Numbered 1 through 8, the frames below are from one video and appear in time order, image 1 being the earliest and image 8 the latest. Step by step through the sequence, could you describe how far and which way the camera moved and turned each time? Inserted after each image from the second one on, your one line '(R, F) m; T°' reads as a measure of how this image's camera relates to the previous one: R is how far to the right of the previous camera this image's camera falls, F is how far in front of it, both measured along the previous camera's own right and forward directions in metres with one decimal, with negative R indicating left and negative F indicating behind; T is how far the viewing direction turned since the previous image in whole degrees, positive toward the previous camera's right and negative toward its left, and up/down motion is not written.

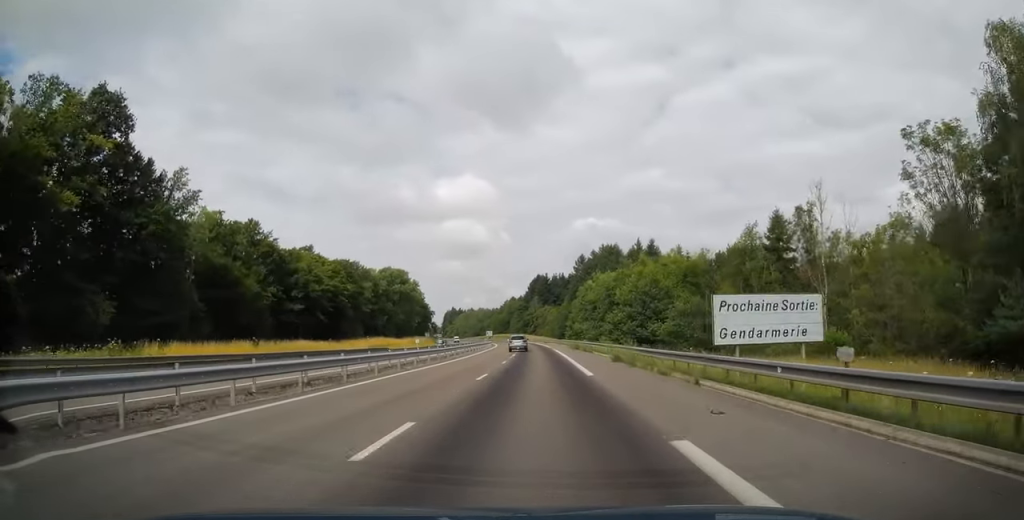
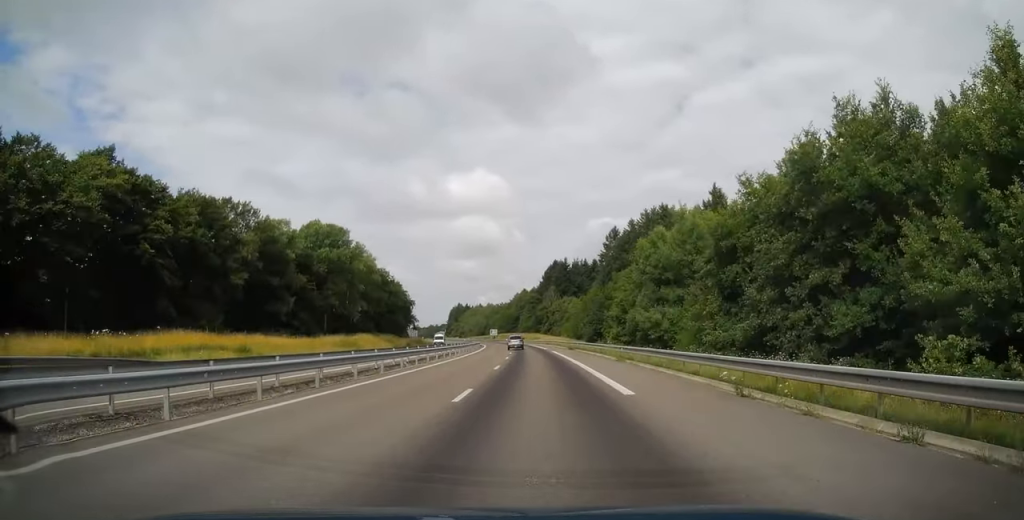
(-1.2, +58.4) m; -3°
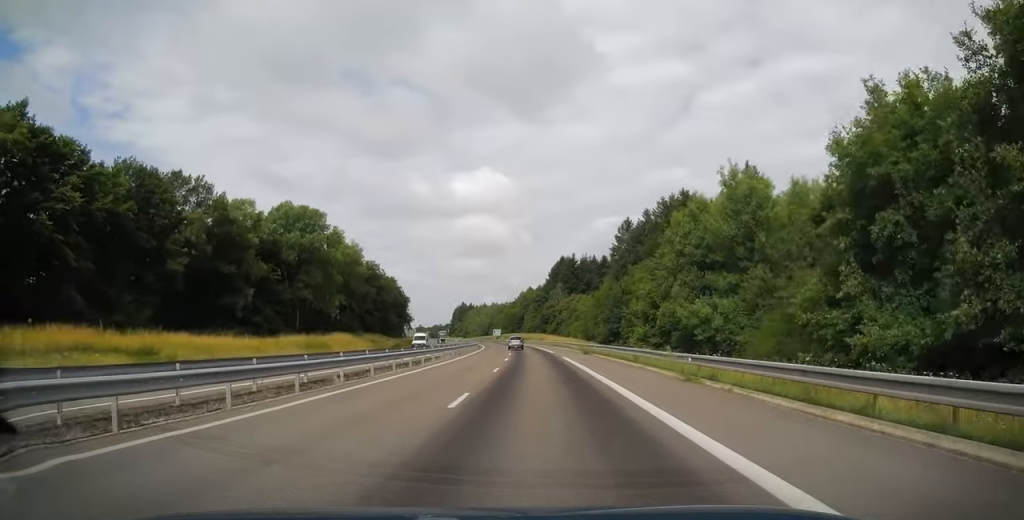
(+0.1, +13.5) m; 0°
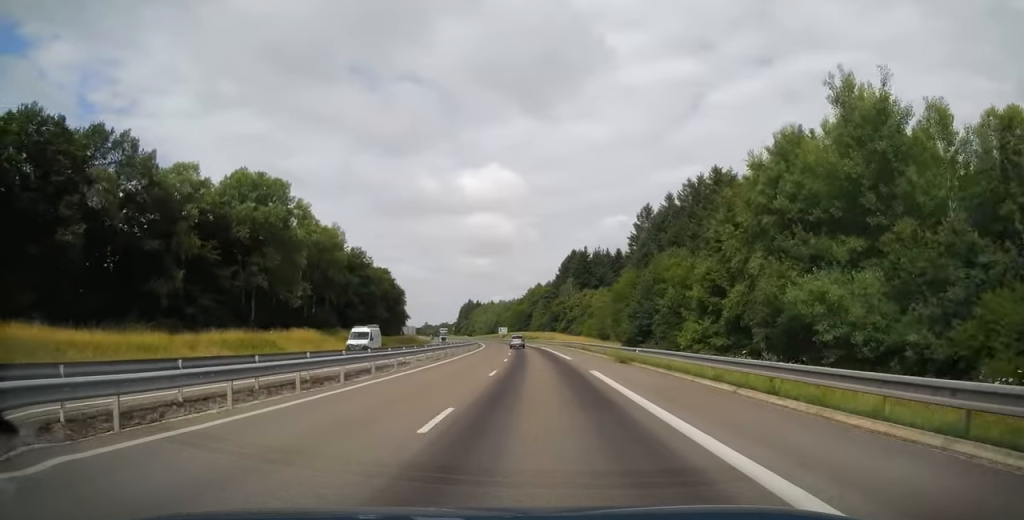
(0.0, +16.0) m; 0°
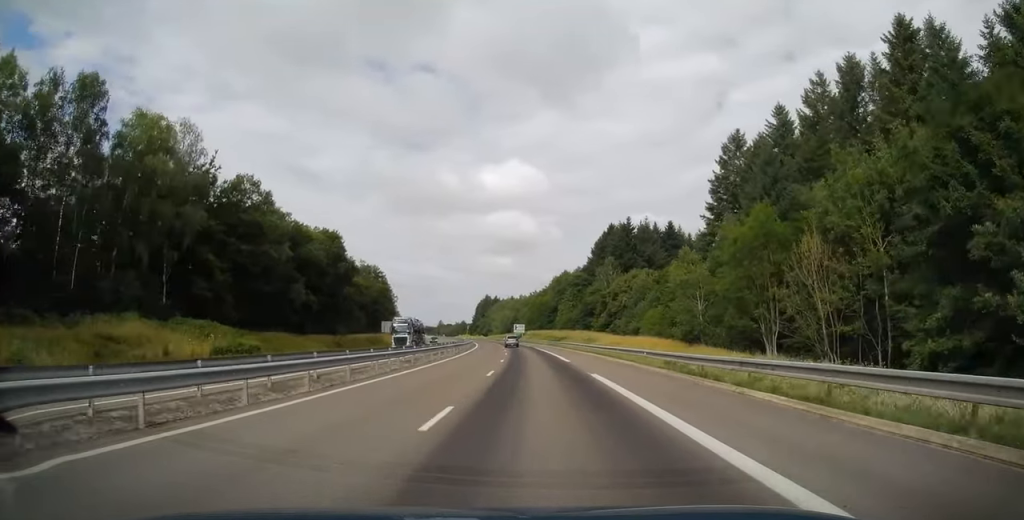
(-0.6, +51.5) m; -2°
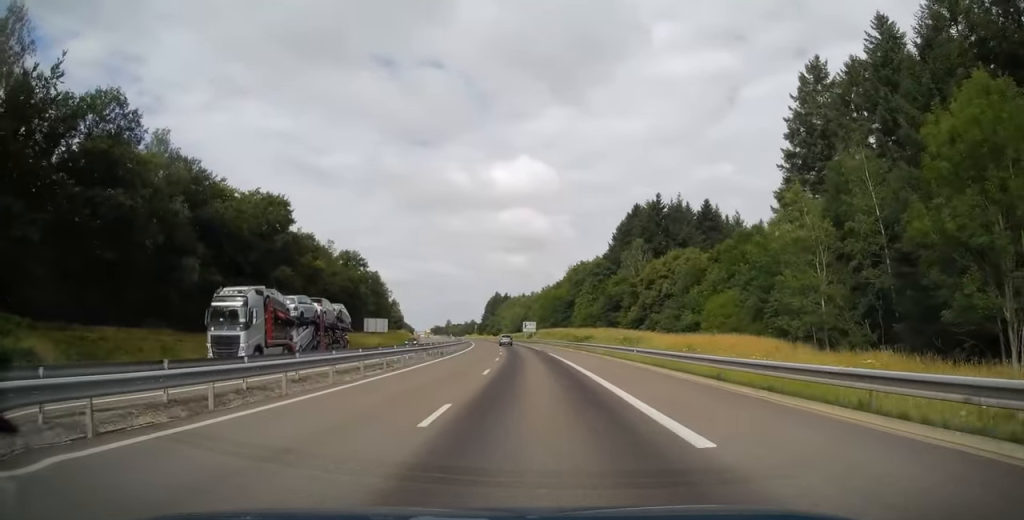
(-0.8, +25.3) m; -2°
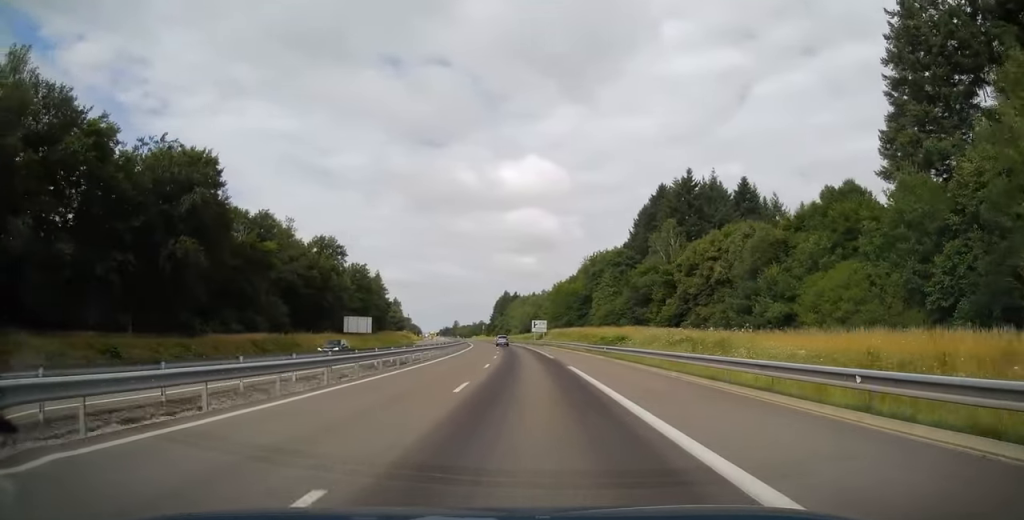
(-0.1, +20.0) m; -1°
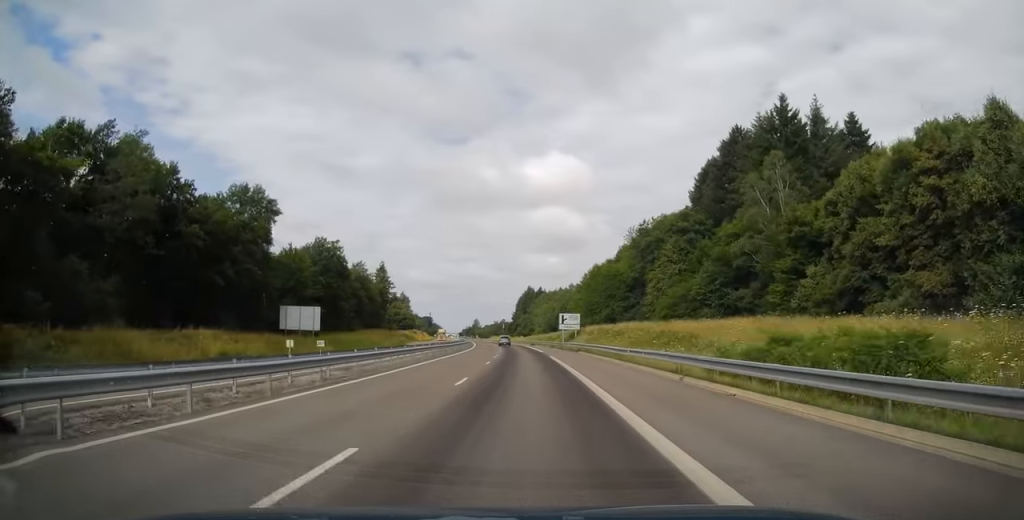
(-0.8, +36.5) m; -2°
